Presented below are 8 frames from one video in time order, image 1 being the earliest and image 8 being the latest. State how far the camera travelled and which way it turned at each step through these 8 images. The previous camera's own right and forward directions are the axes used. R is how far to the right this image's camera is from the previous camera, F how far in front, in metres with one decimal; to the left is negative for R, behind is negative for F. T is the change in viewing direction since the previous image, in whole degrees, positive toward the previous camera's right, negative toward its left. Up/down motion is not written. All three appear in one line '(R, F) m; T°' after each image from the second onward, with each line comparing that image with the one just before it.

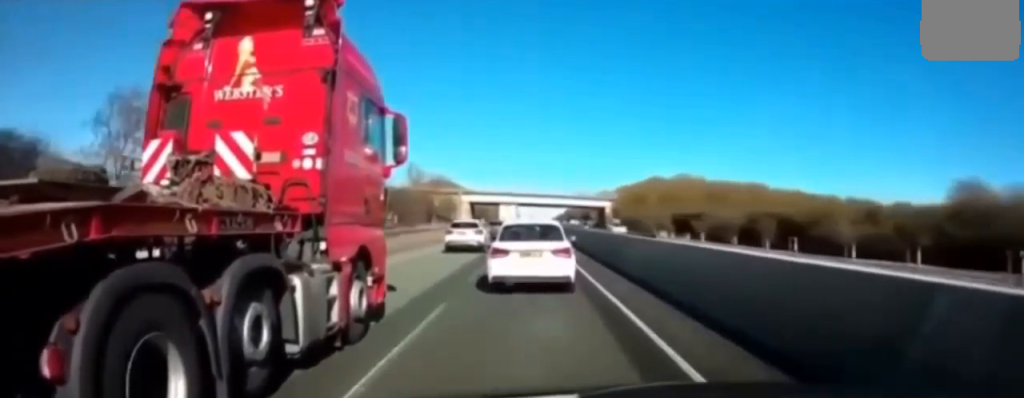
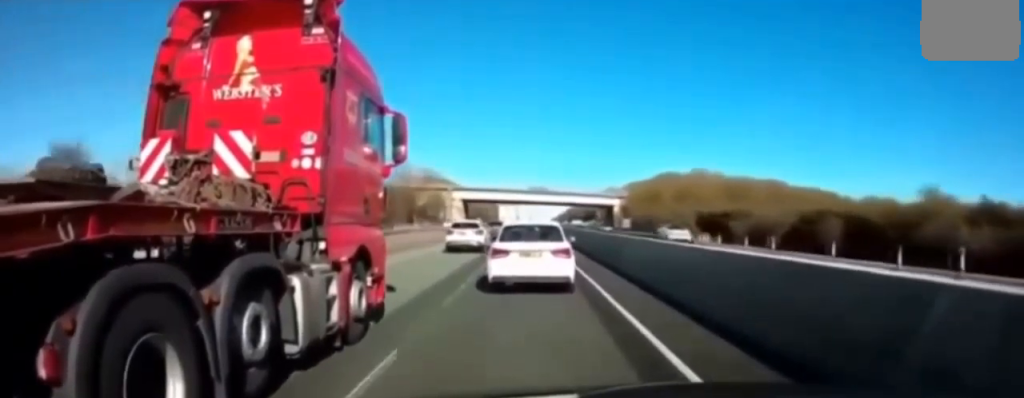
(-0.1, +13.6) m; 0°
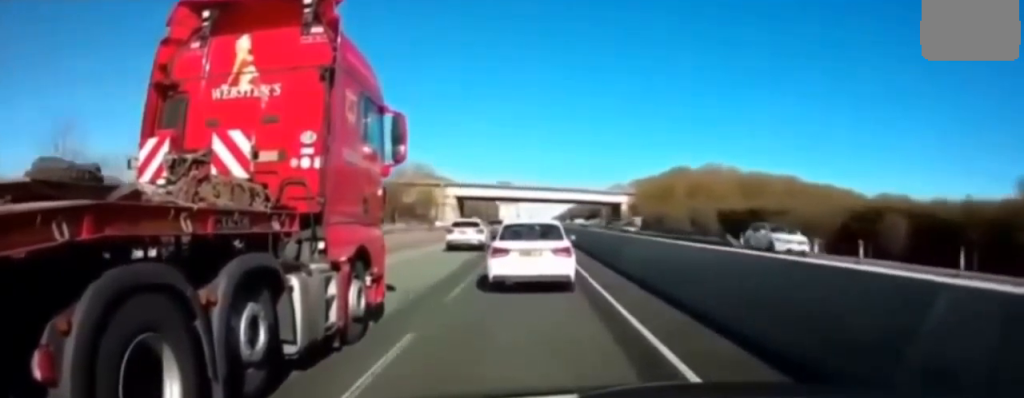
(-0.1, +10.3) m; 0°
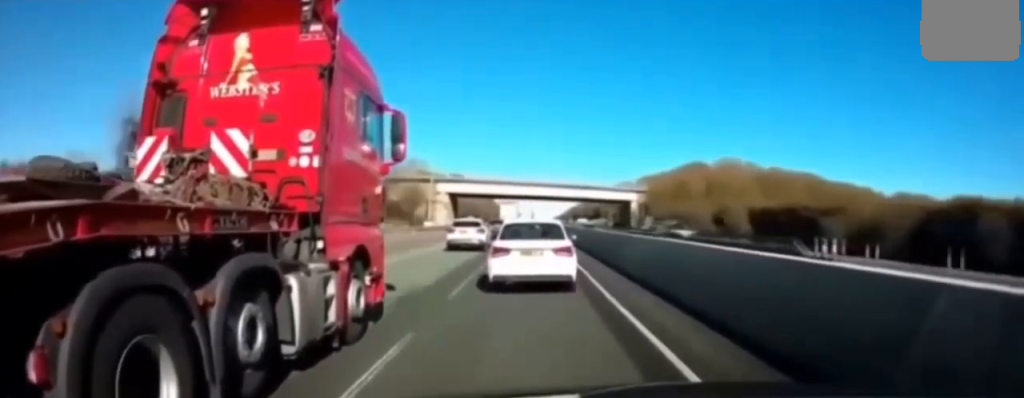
(+0.2, +9.4) m; 0°
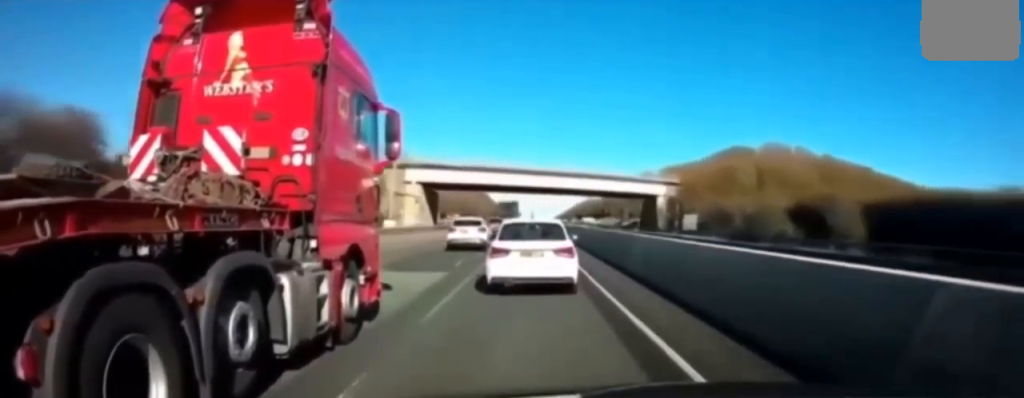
(+0.1, +22.1) m; 0°
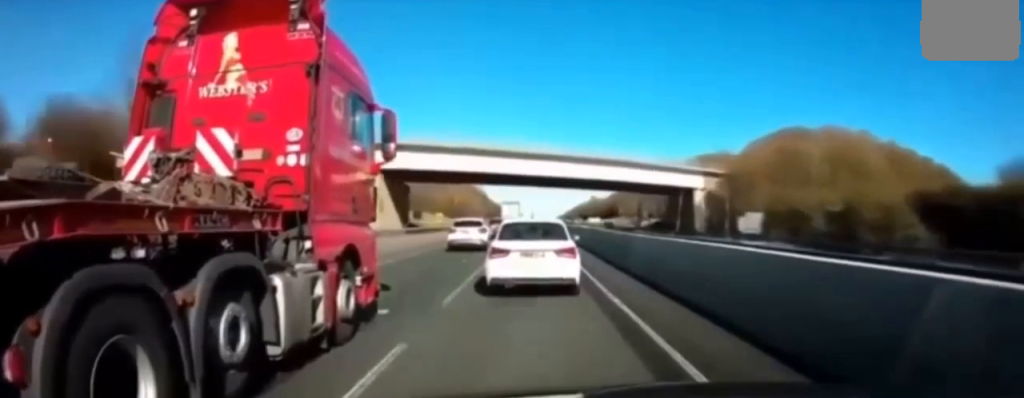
(-0.1, +18.6) m; 0°
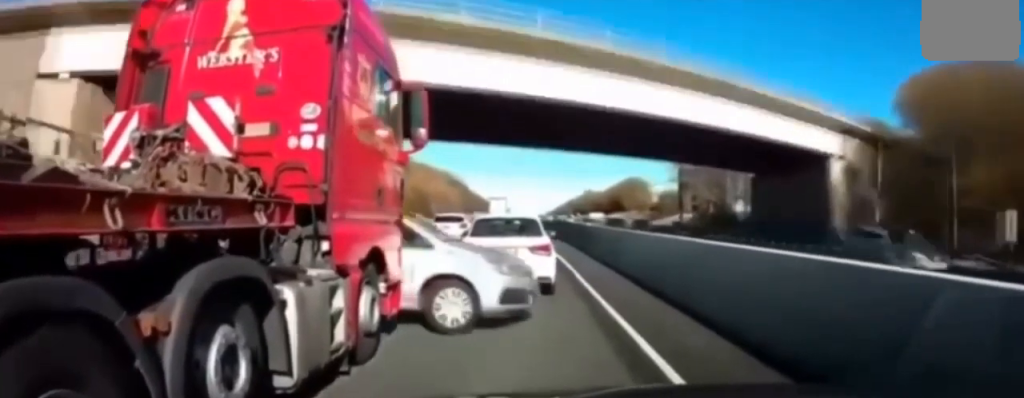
(0.0, +33.5) m; +1°
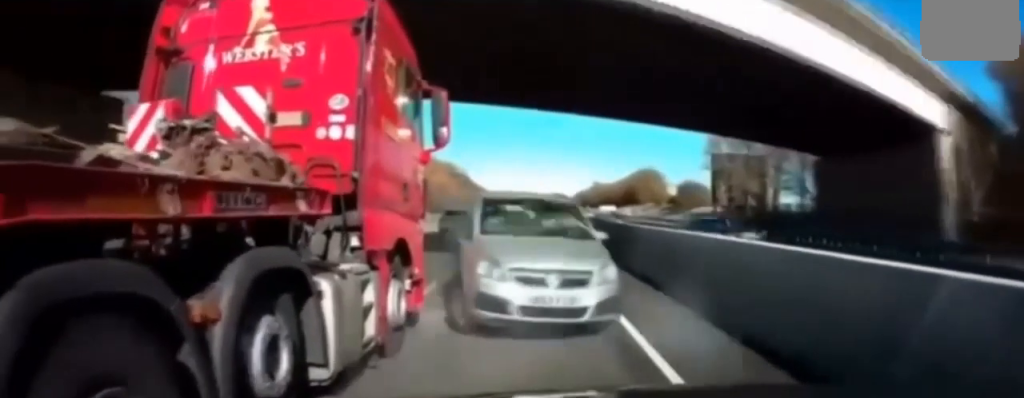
(+0.1, +10.7) m; 0°
